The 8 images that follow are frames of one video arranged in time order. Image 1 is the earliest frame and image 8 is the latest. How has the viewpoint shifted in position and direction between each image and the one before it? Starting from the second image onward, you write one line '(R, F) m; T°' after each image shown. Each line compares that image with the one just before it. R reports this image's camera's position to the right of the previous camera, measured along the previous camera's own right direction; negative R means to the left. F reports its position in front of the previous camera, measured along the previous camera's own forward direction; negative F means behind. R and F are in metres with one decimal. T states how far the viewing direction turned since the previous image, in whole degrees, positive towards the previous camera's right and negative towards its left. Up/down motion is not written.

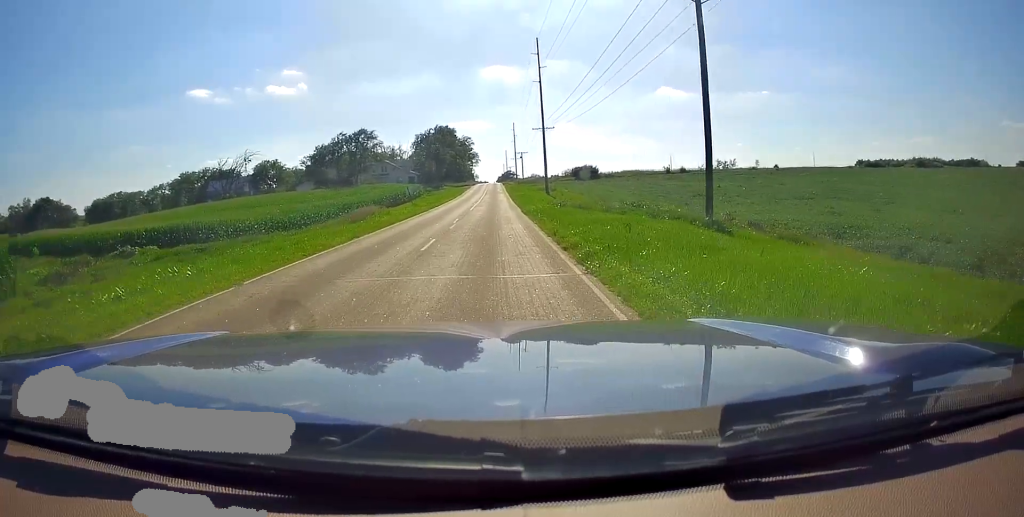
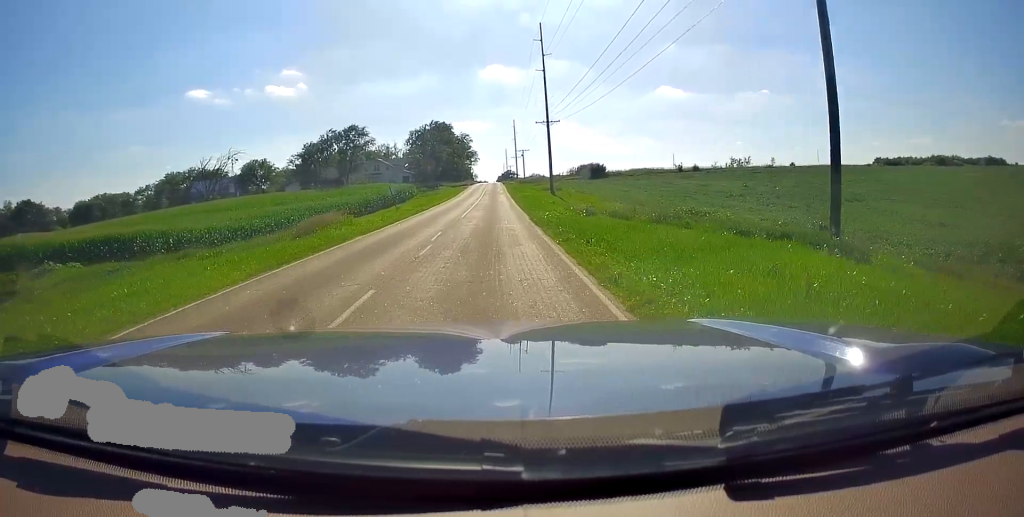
(0.0, +9.2) m; 0°
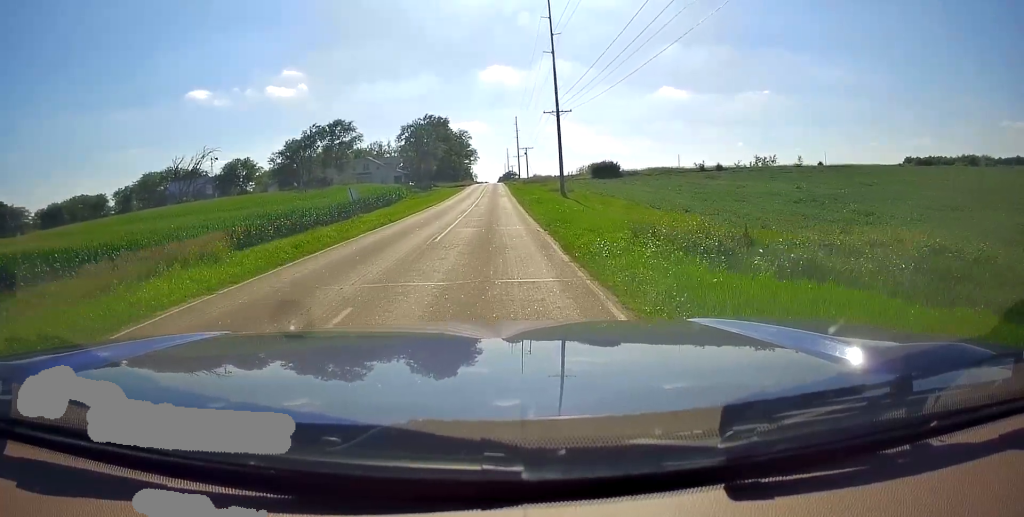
(0.0, +13.3) m; 0°
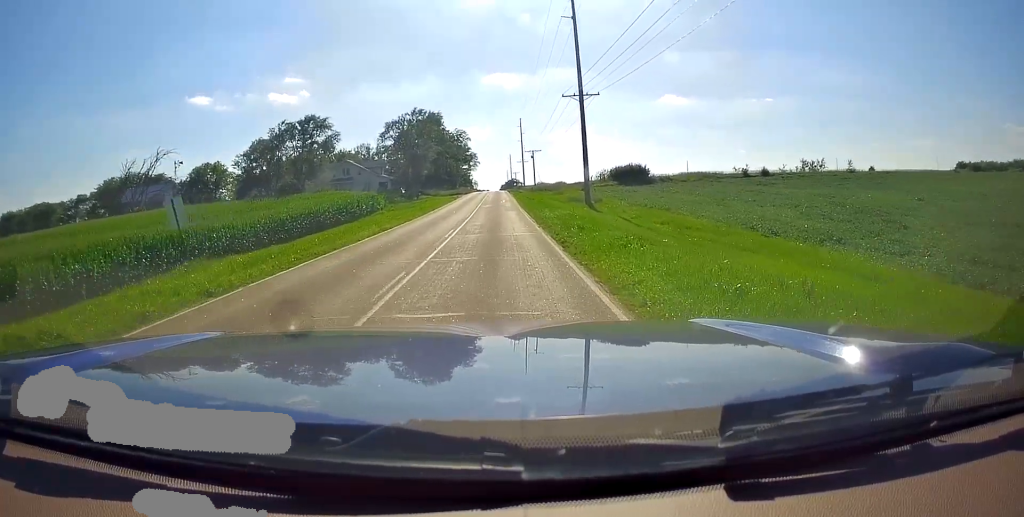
(0.0, +19.9) m; 0°
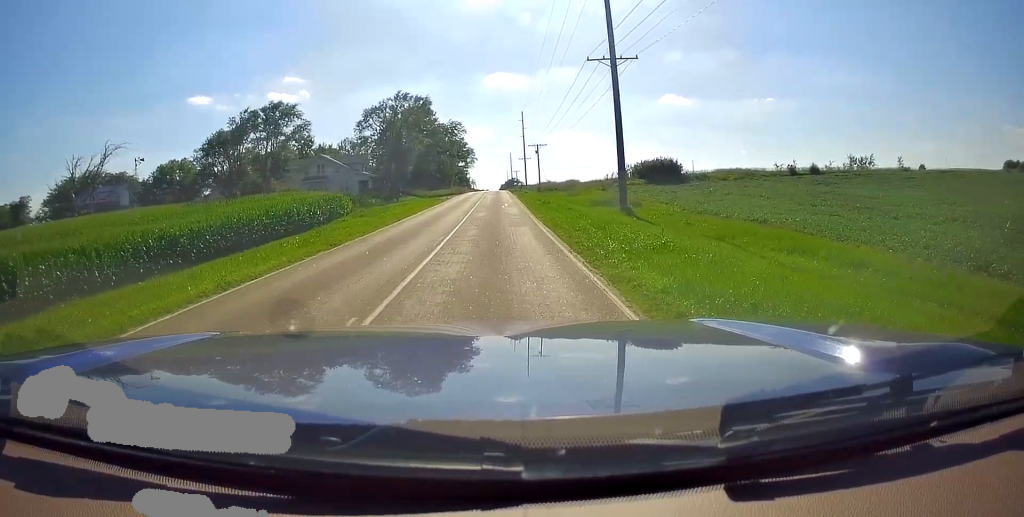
(0.0, +16.6) m; 0°
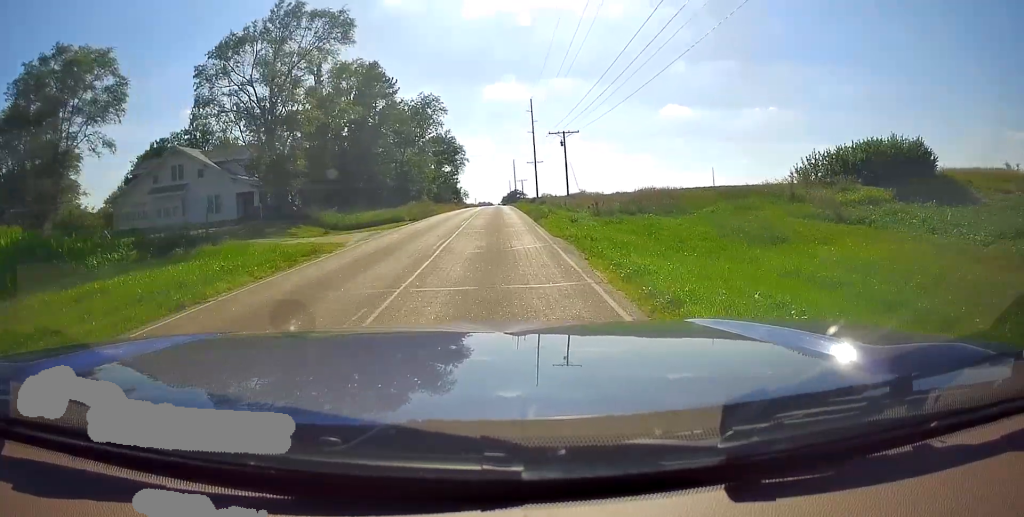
(+0.6, +47.0) m; +1°
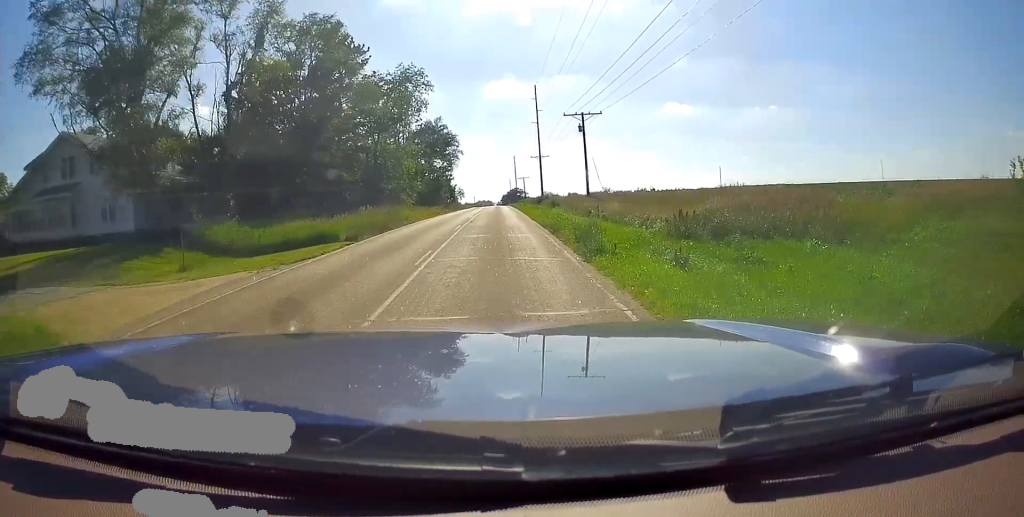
(0.0, +16.3) m; -1°
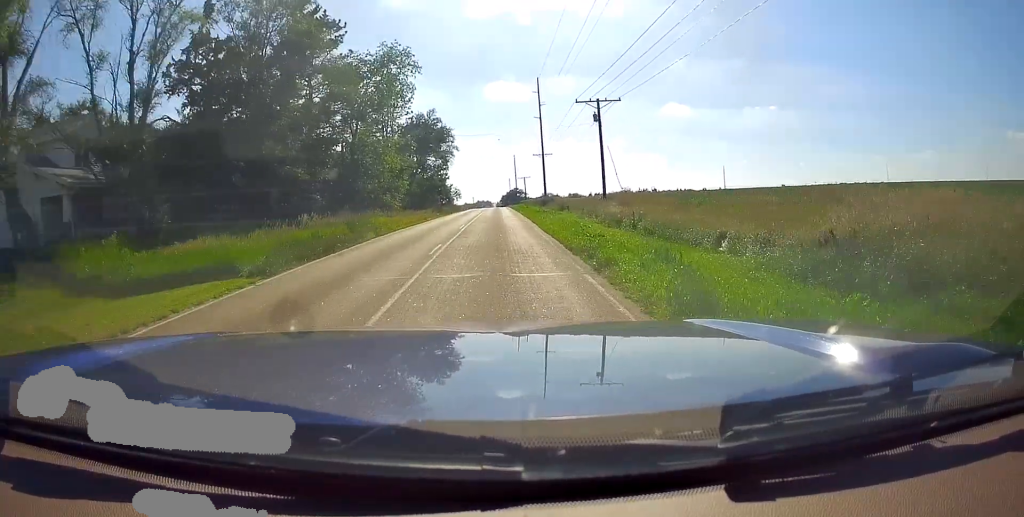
(-0.4, +9.0) m; -1°
